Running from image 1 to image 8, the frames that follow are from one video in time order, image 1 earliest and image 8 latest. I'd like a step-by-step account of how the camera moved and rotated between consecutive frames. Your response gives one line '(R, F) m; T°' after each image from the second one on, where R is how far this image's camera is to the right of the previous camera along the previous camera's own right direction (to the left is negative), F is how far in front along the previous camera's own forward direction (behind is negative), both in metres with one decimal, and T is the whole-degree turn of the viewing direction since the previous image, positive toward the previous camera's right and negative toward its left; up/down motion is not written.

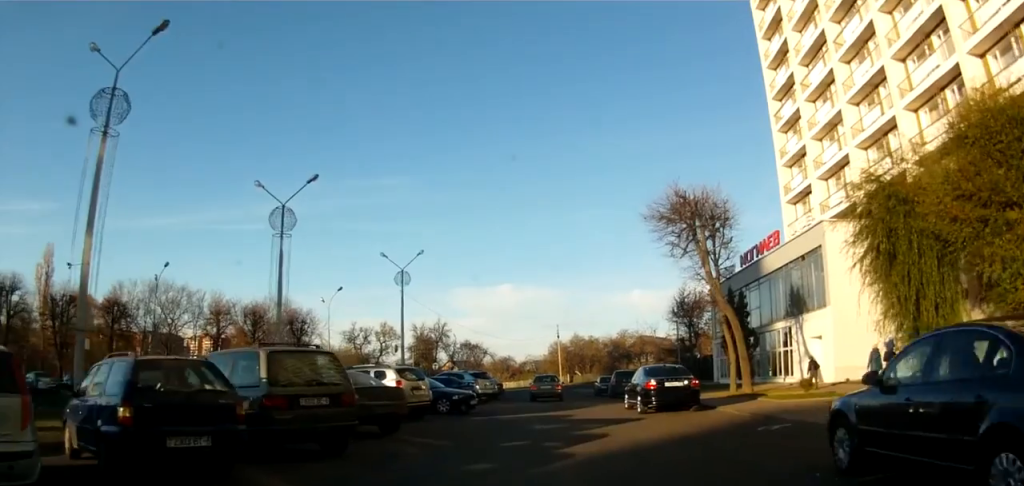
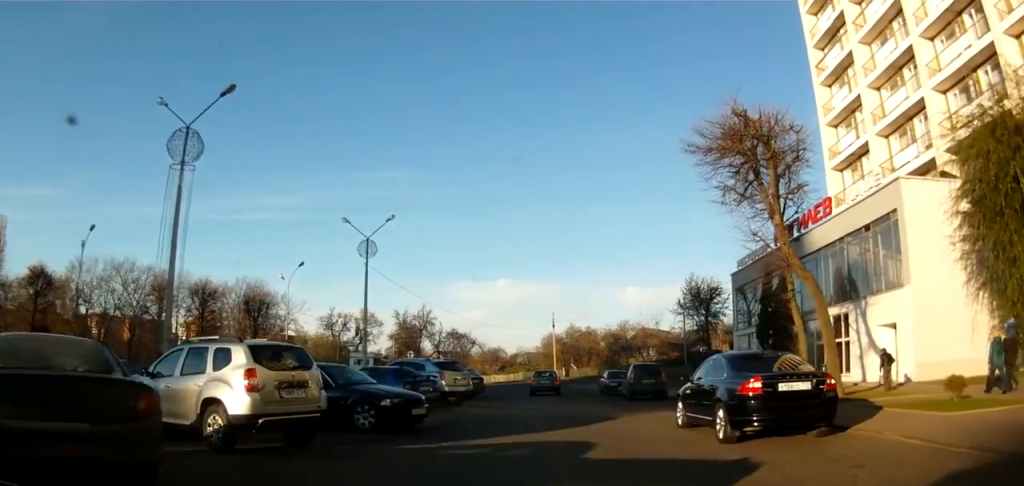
(0.0, +9.0) m; +1°
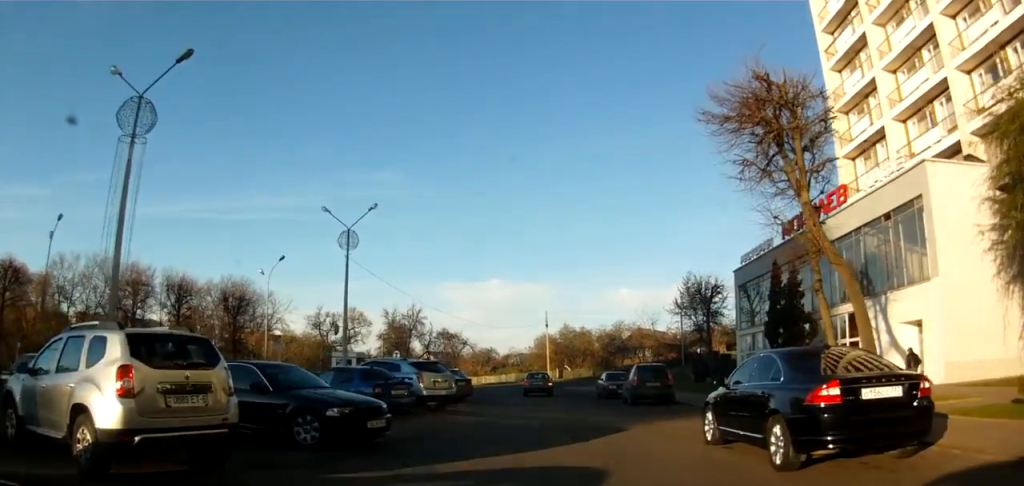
(0.0, +2.8) m; 0°
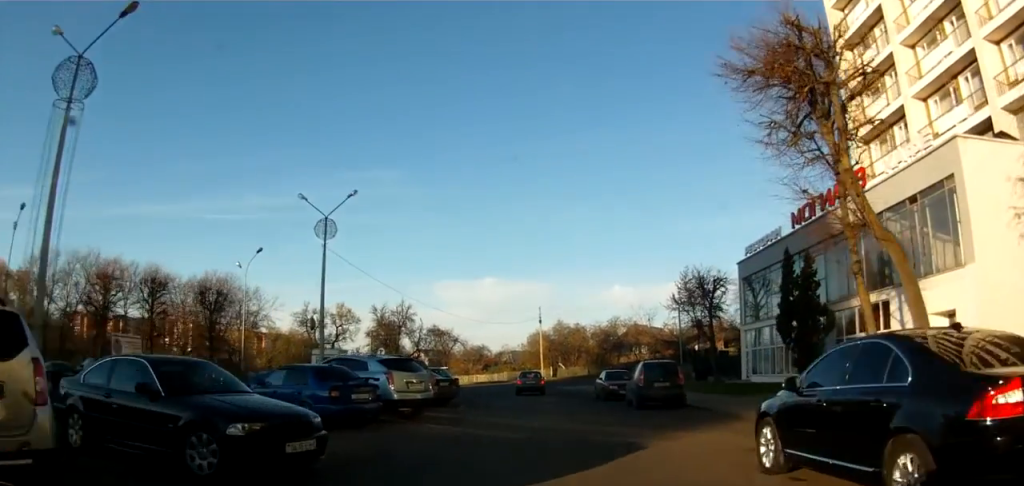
(+0.1, +3.1) m; -1°
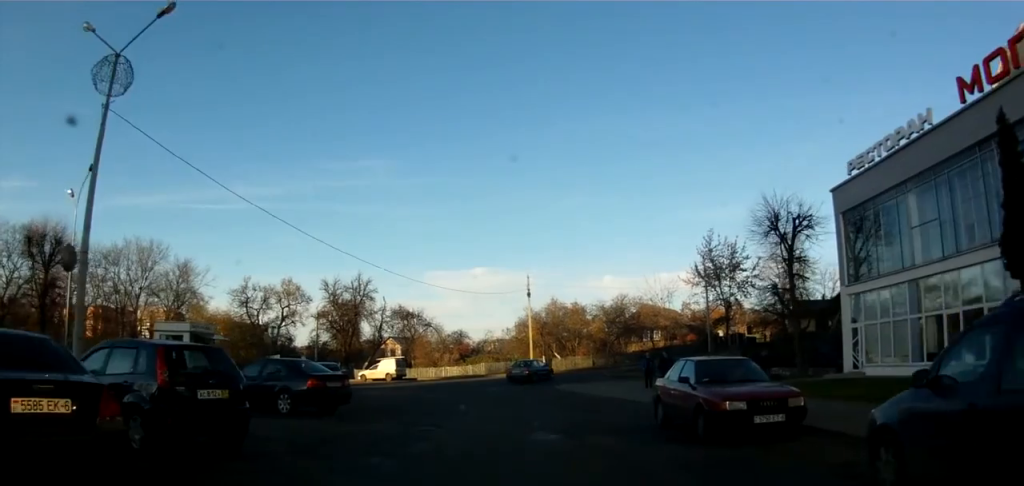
(-0.6, +20.0) m; +2°
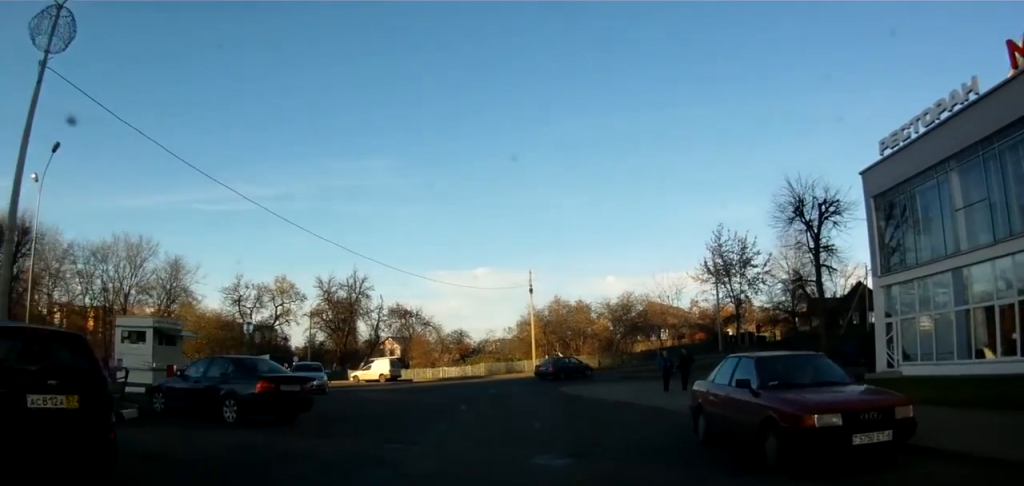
(+0.1, +3.6) m; +1°
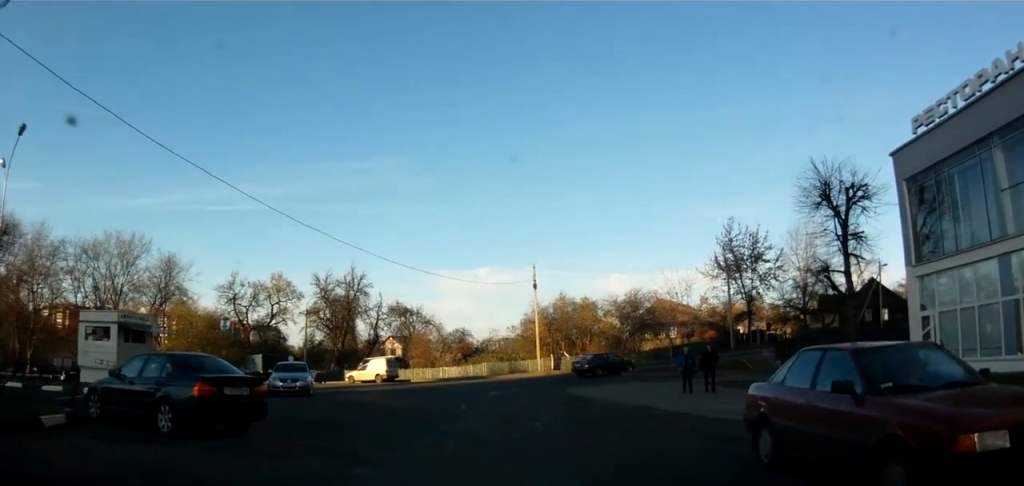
(0.0, +2.8) m; 0°
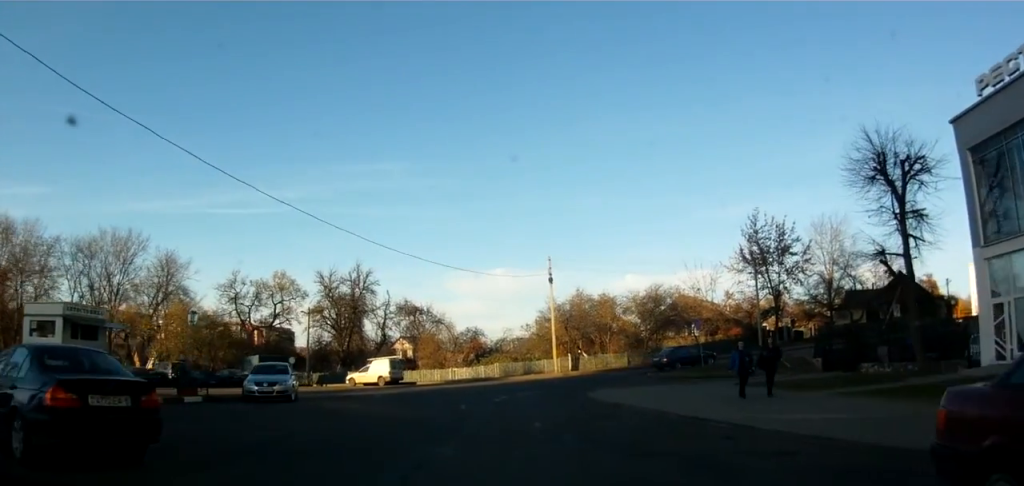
(0.0, +4.2) m; 0°
